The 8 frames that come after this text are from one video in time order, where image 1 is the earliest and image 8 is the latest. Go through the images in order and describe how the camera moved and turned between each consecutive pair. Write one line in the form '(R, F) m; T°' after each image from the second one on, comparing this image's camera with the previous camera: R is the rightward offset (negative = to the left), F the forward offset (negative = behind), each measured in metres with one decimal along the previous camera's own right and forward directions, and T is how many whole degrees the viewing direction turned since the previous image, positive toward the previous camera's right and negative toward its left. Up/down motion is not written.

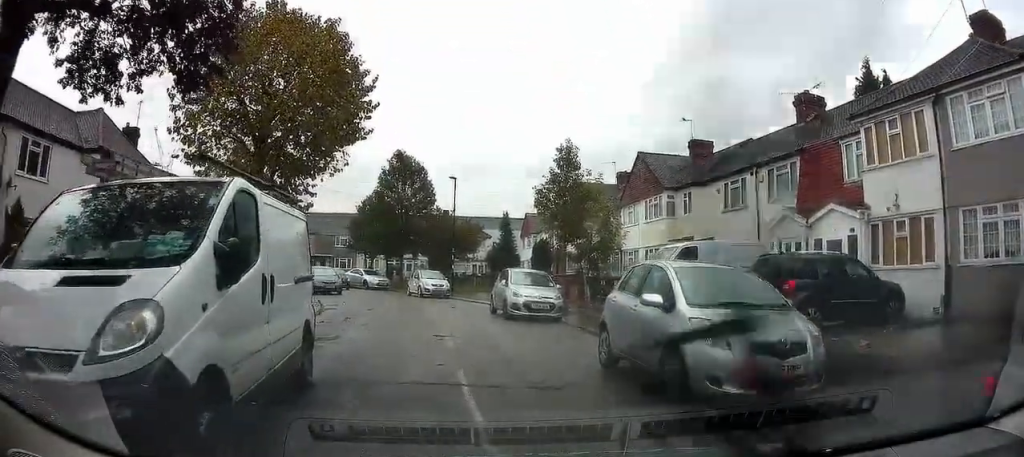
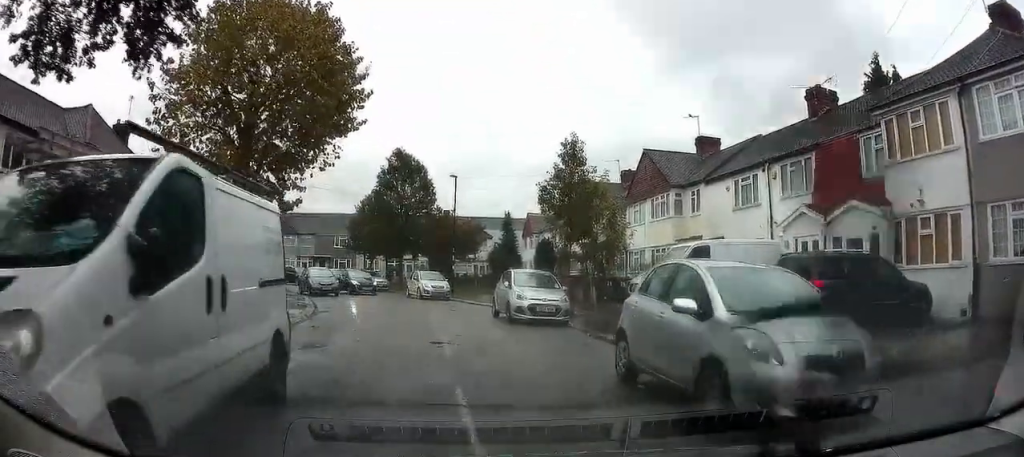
(-0.1, +1.2) m; -4°
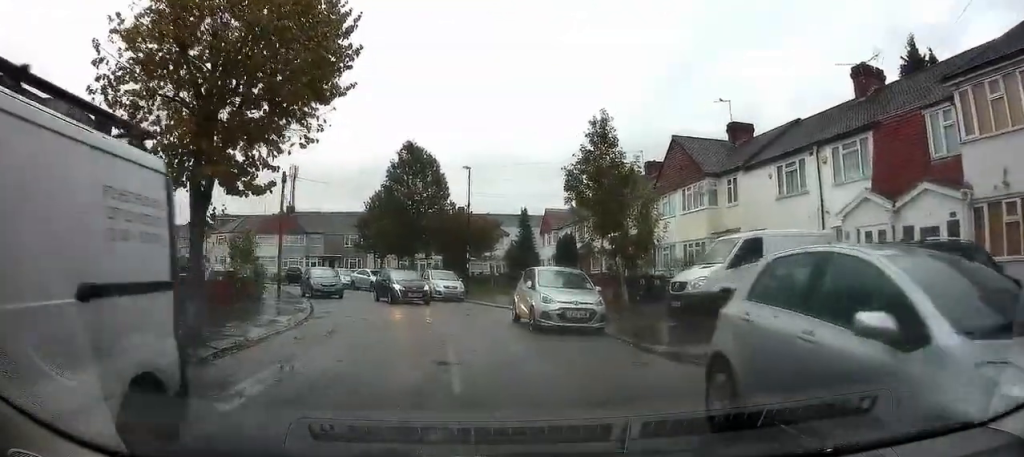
(-0.1, +2.4) m; +5°
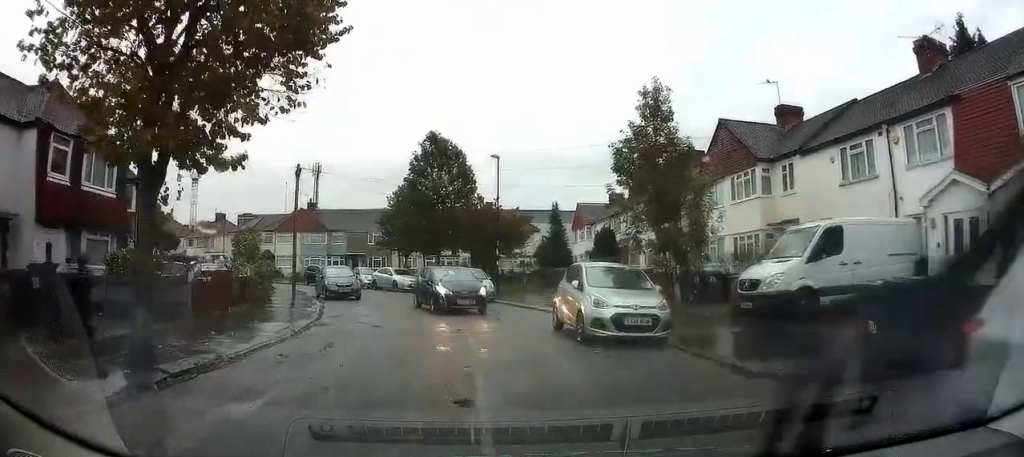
(+0.3, +2.6) m; +7°
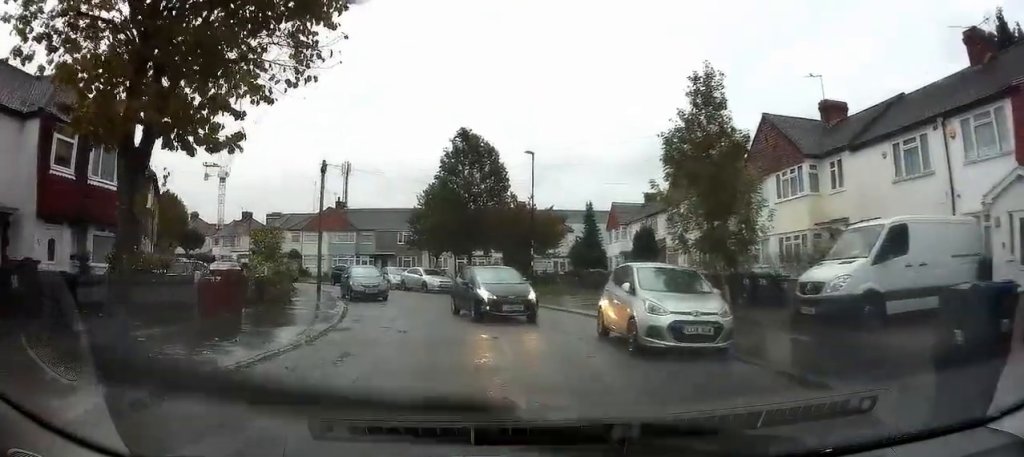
(0.0, +1.5) m; +1°
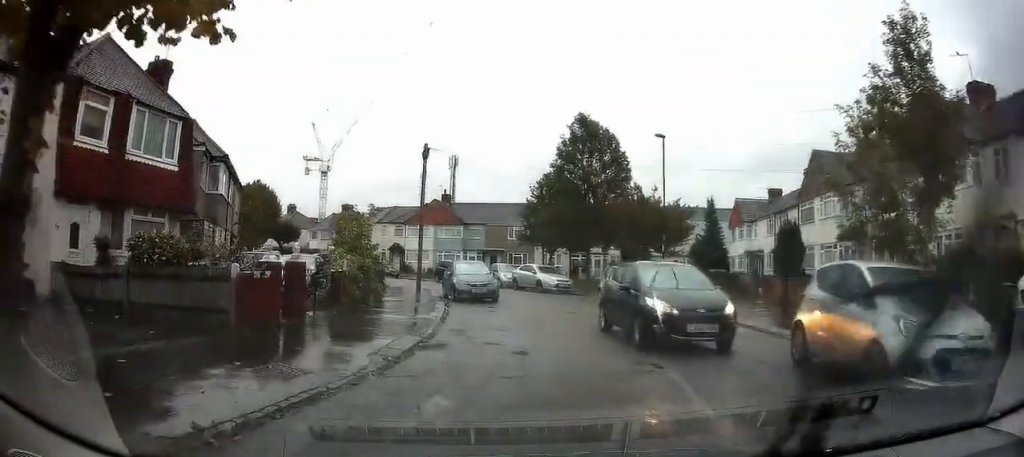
(-0.4, +3.7) m; -17°
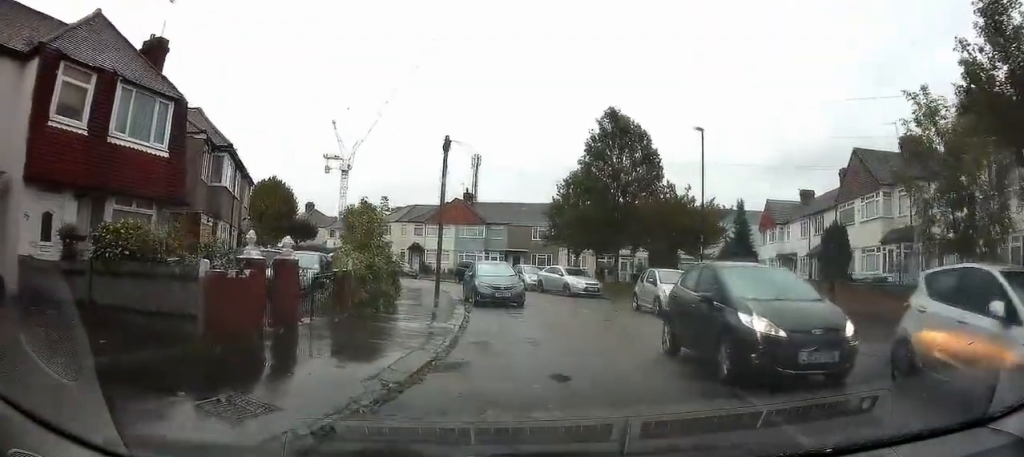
(-0.3, +2.2) m; -8°
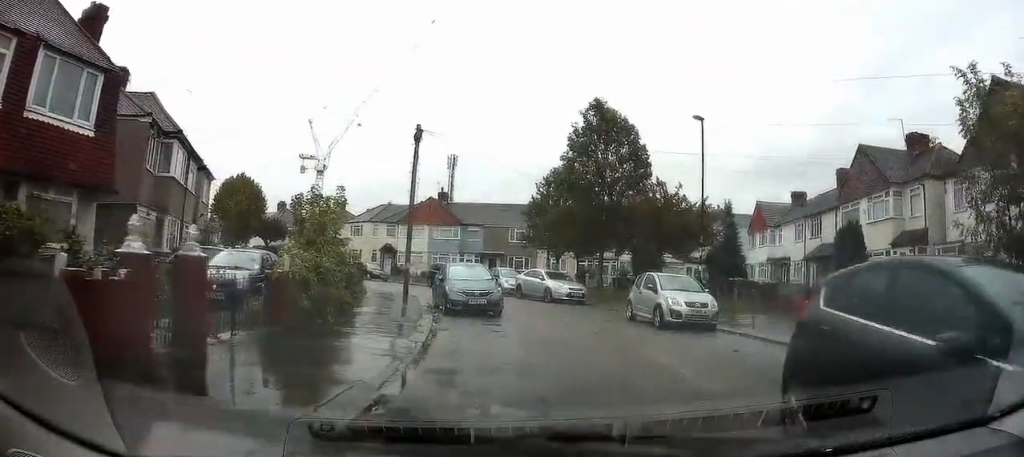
(-0.1, +3.3) m; +1°
